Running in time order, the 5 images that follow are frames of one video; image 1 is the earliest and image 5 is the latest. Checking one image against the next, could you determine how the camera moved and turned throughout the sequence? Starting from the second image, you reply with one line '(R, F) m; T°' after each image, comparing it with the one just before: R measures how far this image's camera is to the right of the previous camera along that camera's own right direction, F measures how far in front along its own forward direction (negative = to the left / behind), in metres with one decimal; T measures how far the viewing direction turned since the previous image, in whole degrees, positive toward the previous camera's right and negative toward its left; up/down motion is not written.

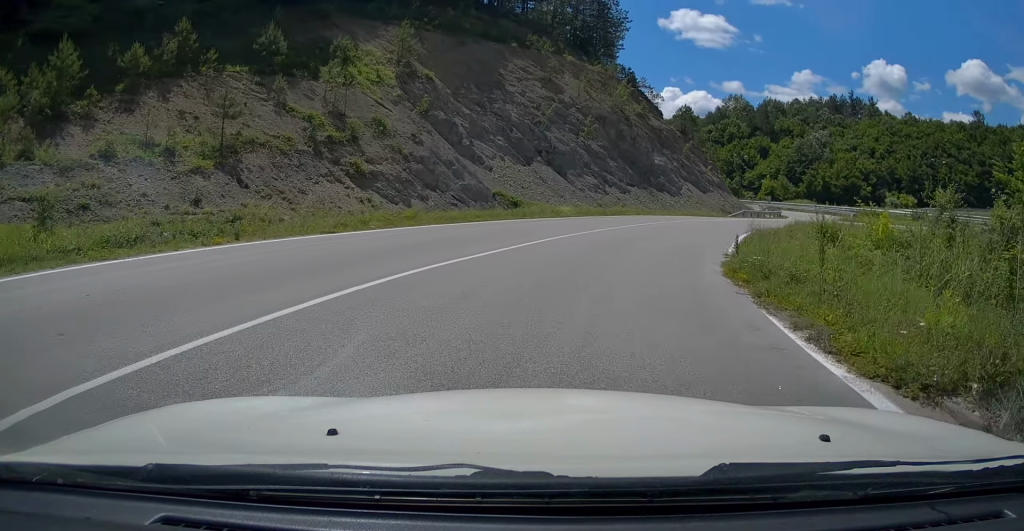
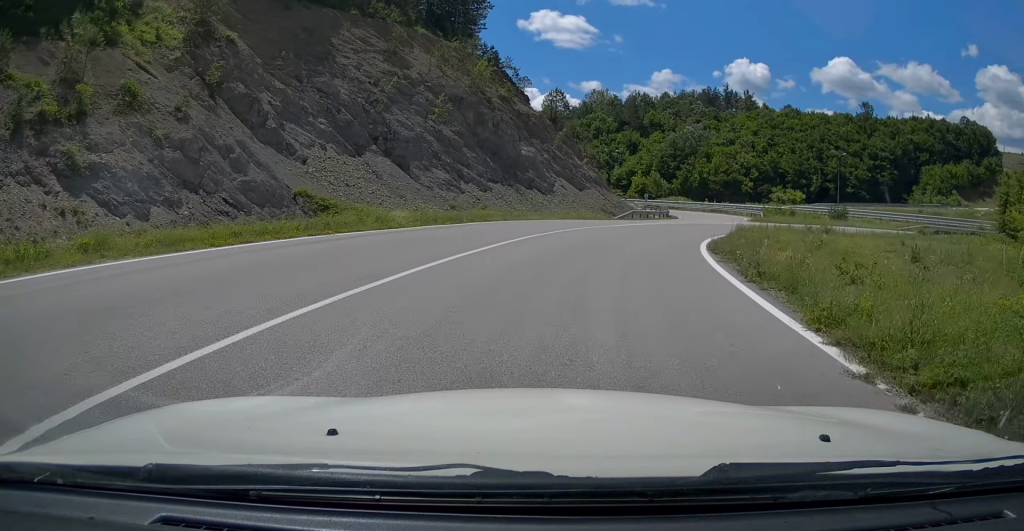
(+1.0, +11.2) m; +12°
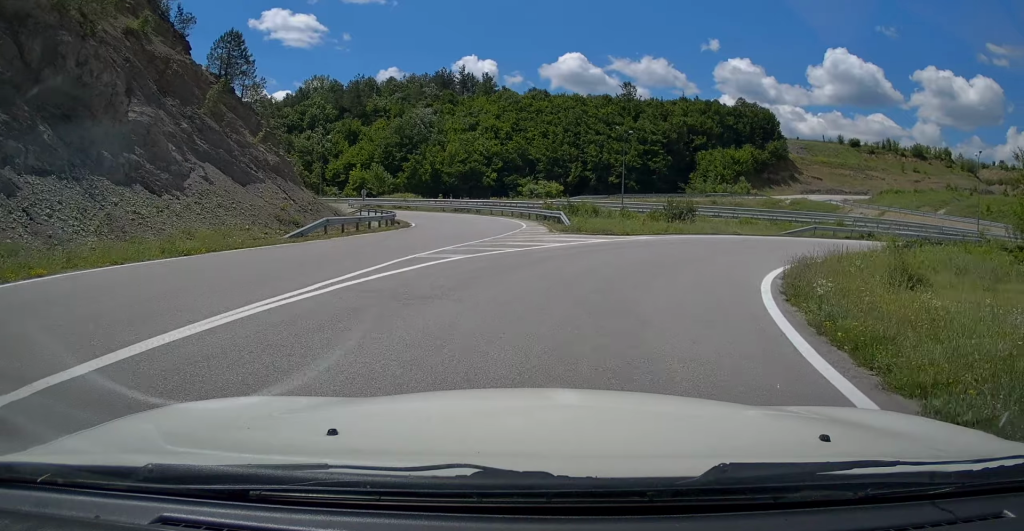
(+5.2, +22.1) m; +26°
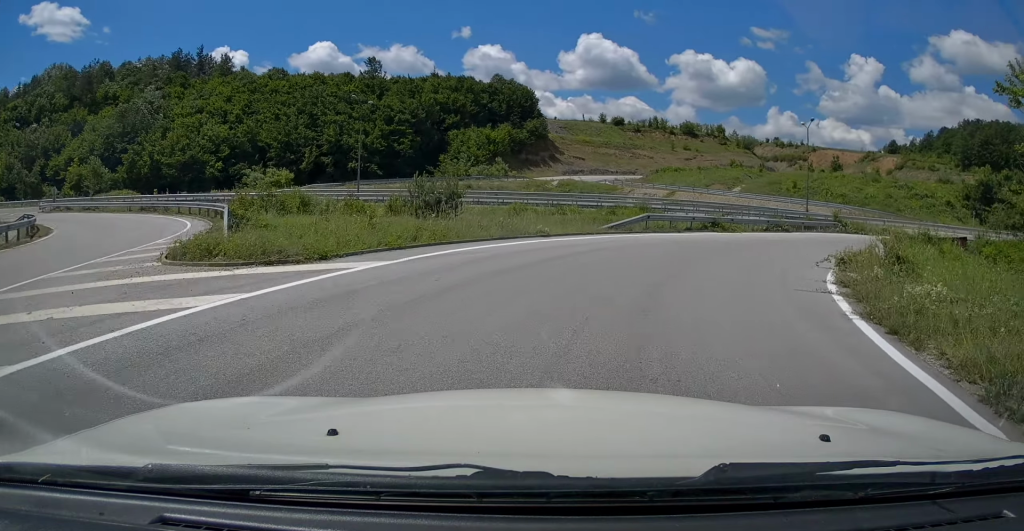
(+2.3, +13.2) m; +22°
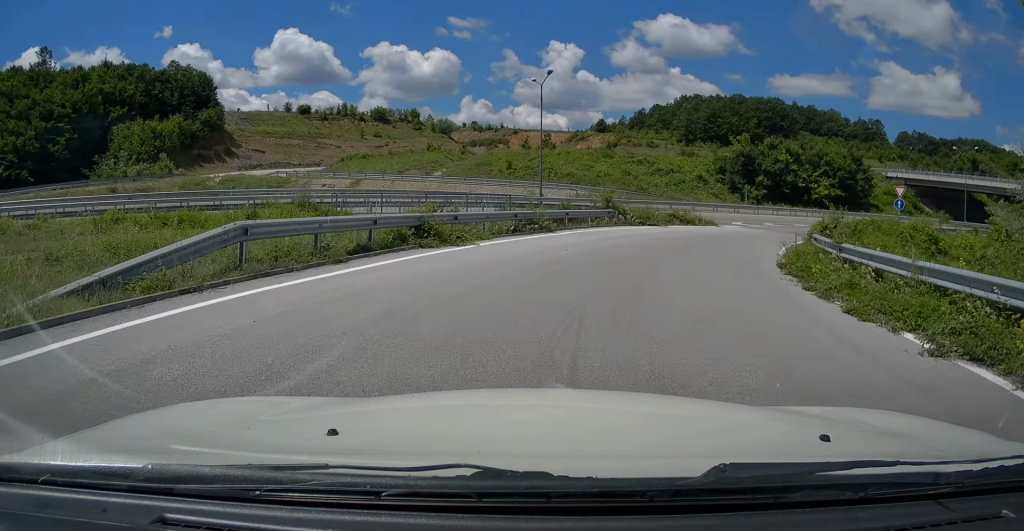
(+3.9, +15.6) m; +26°
